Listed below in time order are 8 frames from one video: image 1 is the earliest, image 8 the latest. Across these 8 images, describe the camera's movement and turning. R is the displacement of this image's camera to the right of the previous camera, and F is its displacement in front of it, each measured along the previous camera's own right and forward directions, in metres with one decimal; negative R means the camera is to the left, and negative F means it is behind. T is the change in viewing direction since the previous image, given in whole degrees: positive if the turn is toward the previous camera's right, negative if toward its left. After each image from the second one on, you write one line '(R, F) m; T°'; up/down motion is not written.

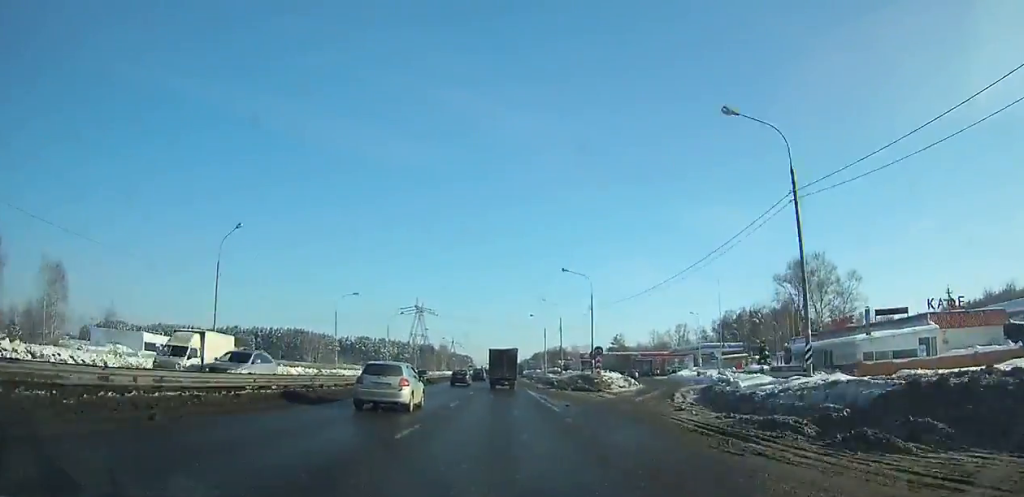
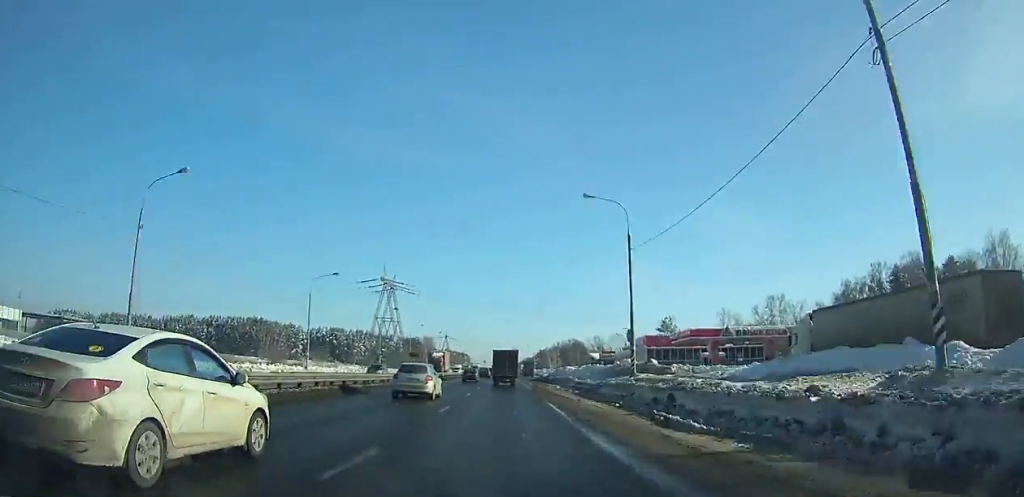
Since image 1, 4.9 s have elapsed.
(0.0, +78.9) m; 0°
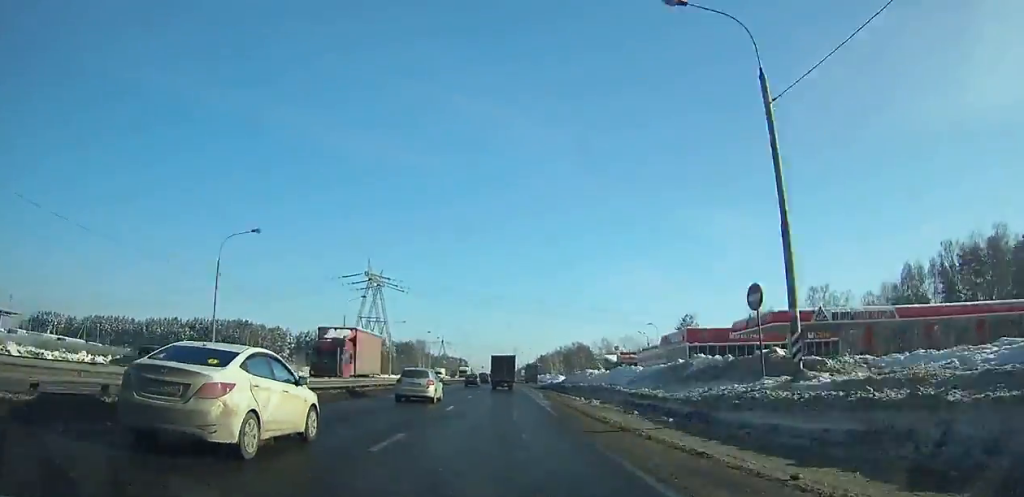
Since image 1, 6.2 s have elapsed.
(0.0, +21.4) m; 0°
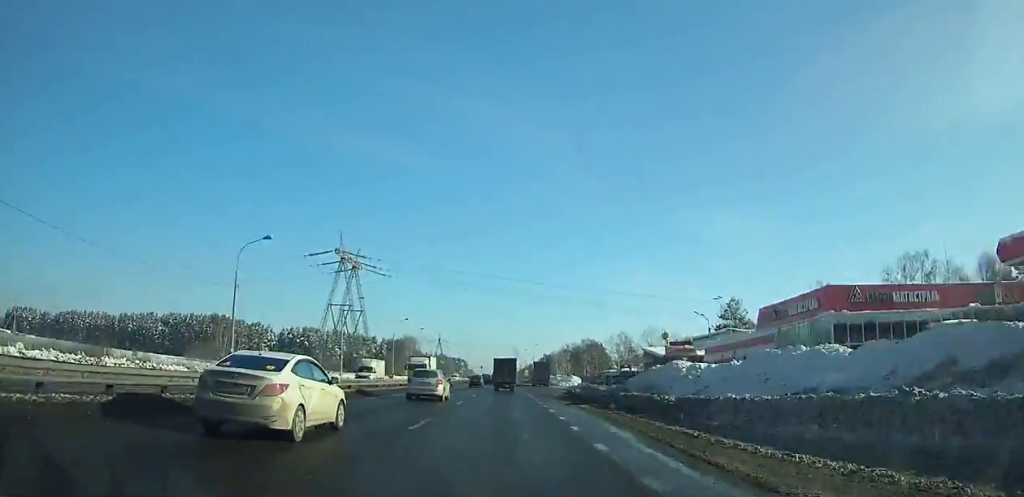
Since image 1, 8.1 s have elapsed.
(0.0, +31.8) m; 0°
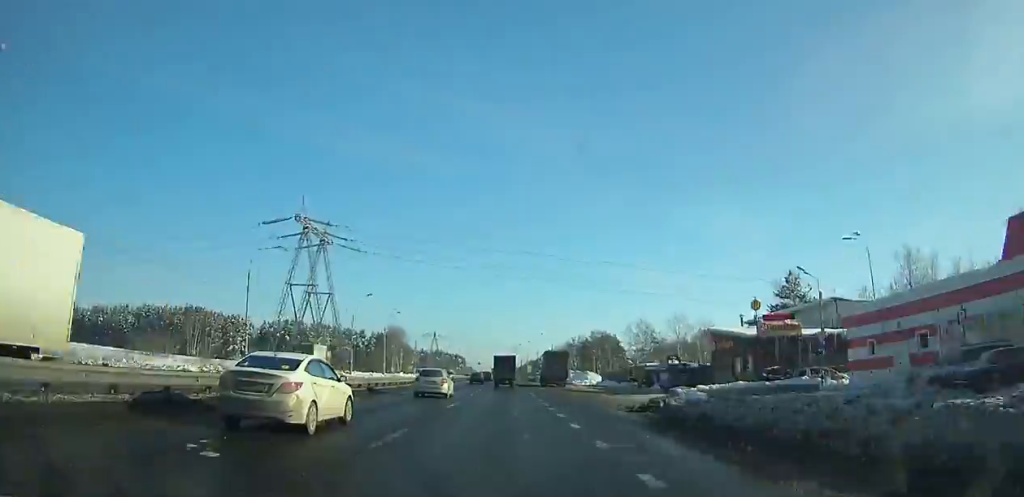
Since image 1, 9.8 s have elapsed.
(0.0, +28.7) m; 0°
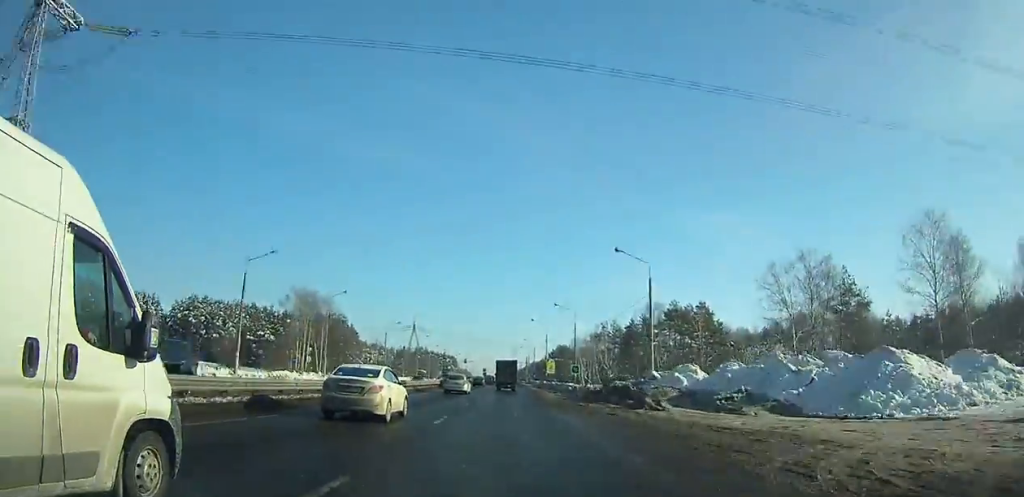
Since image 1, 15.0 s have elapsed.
(-0.1, +90.0) m; -1°
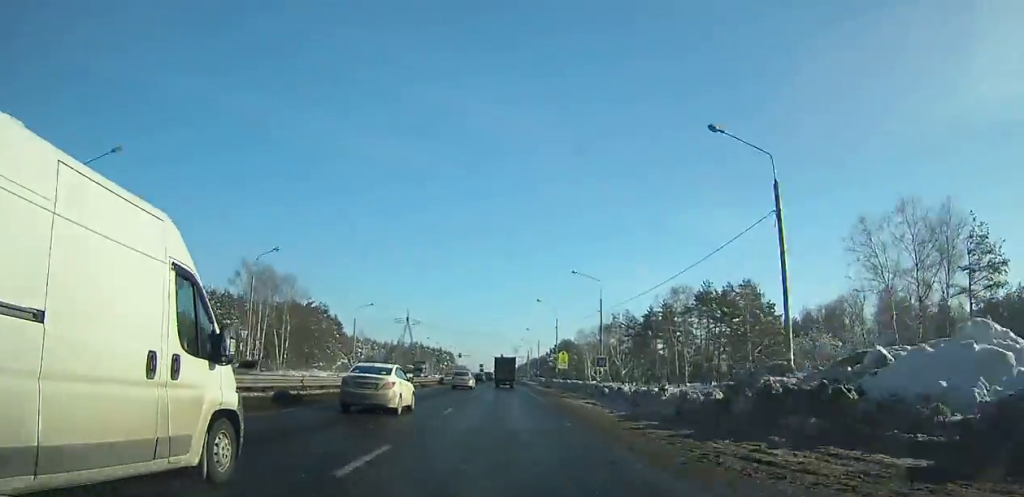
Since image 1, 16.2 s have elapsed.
(0.0, +20.9) m; 0°
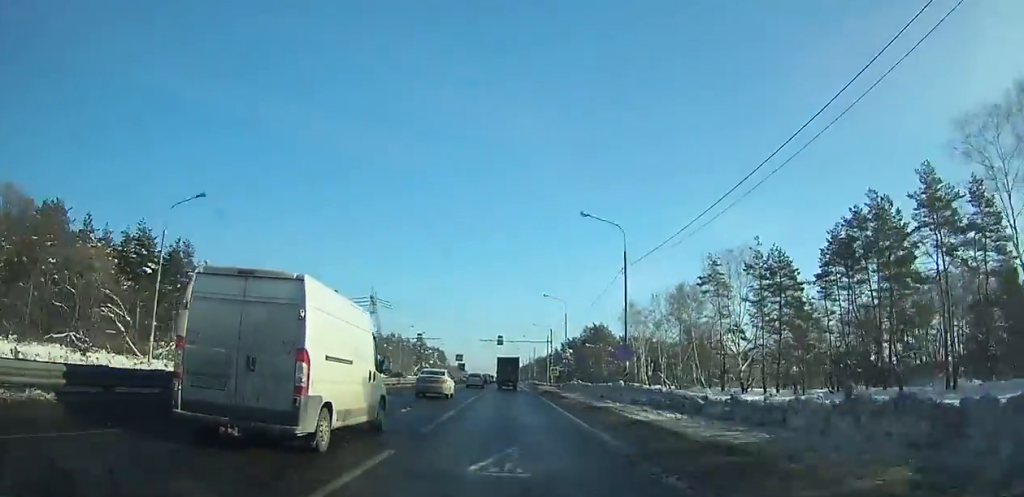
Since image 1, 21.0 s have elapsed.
(0.0, +83.4) m; 0°
